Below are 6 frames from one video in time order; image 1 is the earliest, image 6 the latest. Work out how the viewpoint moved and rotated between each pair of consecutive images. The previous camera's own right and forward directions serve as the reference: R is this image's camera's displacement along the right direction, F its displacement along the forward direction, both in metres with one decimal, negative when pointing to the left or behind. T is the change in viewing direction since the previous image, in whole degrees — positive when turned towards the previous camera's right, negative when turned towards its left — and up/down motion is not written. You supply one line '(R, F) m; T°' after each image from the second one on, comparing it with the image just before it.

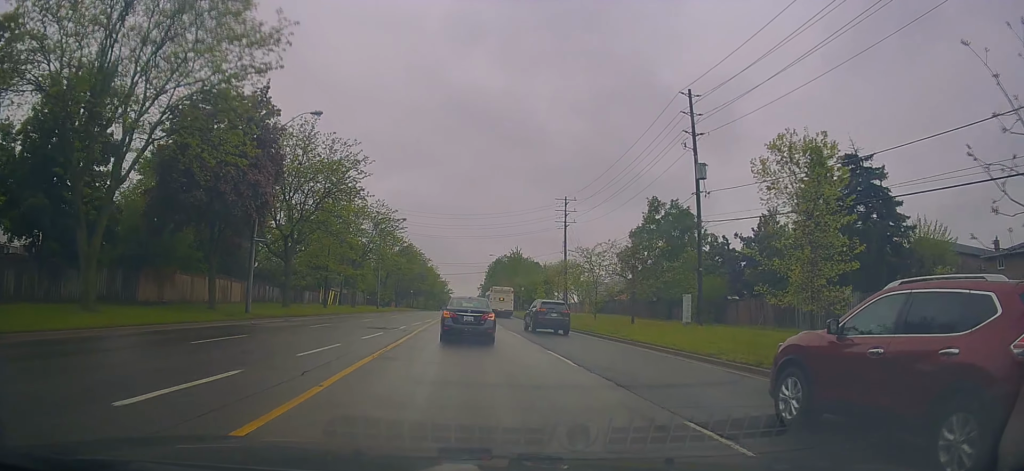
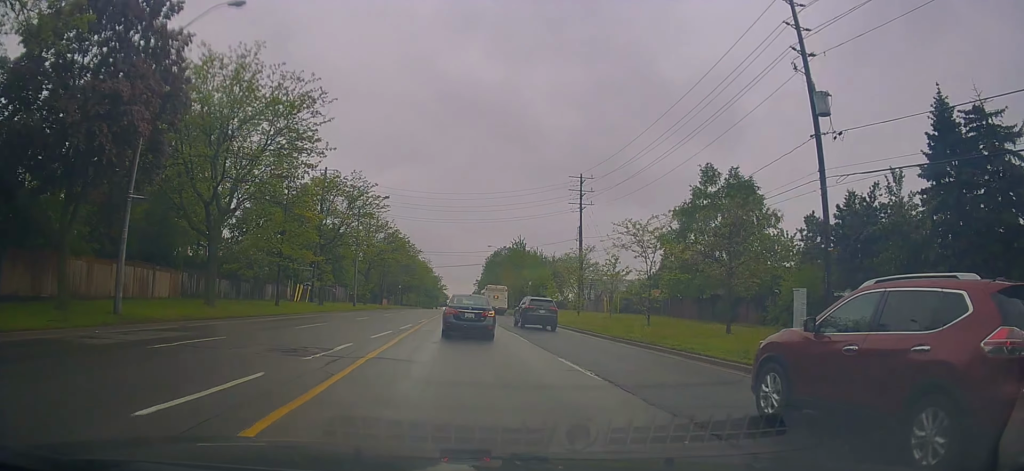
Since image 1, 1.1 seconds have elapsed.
(0.0, +12.9) m; +1°
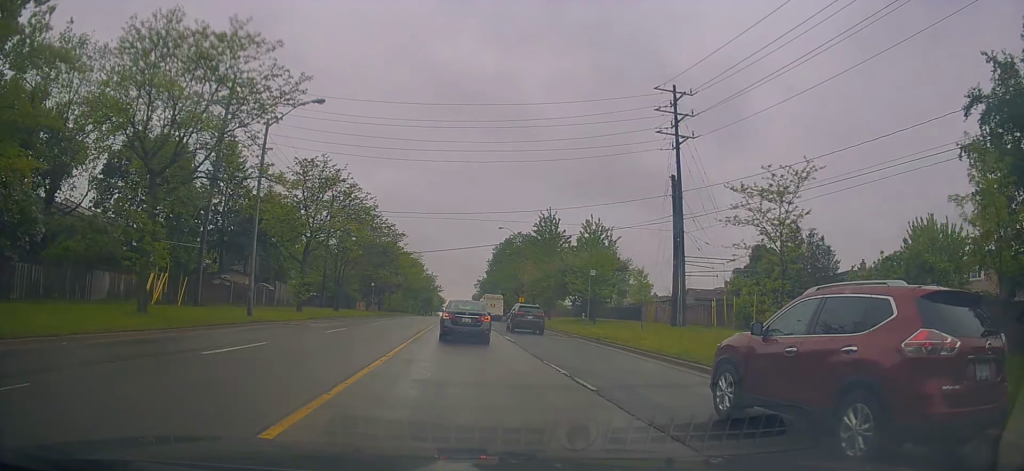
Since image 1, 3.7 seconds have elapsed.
(+0.7, +29.3) m; +2°
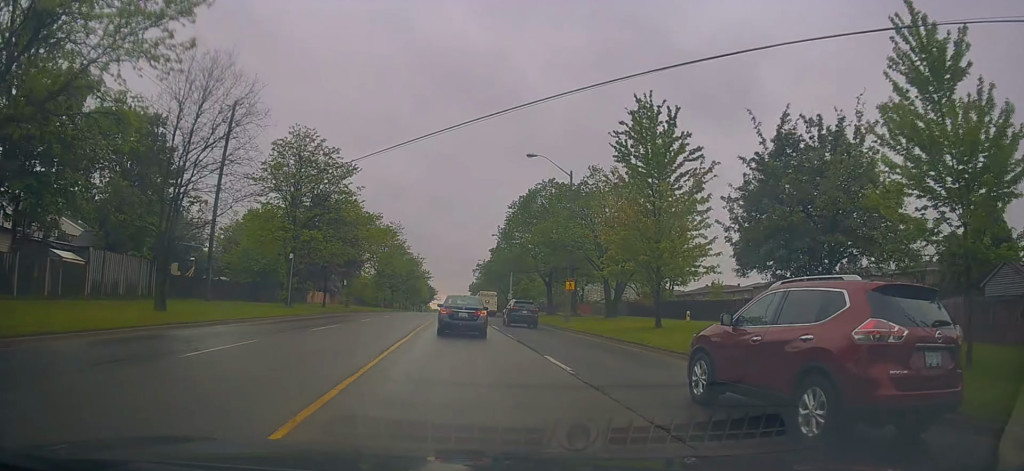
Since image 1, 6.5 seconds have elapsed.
(-0.6, +33.3) m; -3°
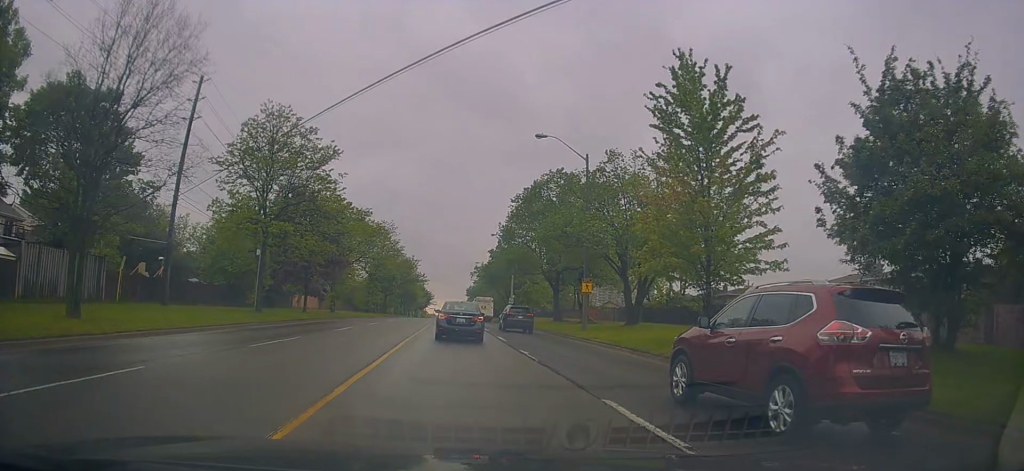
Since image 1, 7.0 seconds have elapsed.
(0.0, +6.0) m; 0°
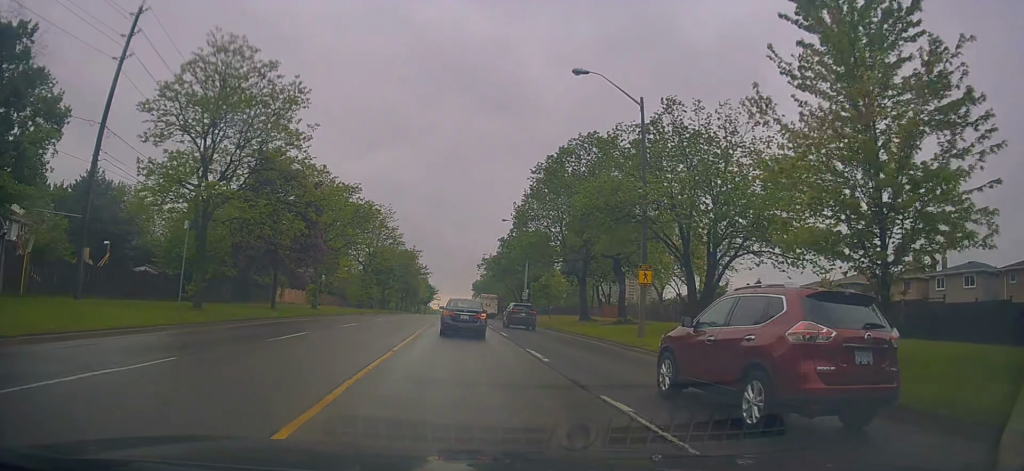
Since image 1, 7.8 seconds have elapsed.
(0.0, +9.5) m; +1°
